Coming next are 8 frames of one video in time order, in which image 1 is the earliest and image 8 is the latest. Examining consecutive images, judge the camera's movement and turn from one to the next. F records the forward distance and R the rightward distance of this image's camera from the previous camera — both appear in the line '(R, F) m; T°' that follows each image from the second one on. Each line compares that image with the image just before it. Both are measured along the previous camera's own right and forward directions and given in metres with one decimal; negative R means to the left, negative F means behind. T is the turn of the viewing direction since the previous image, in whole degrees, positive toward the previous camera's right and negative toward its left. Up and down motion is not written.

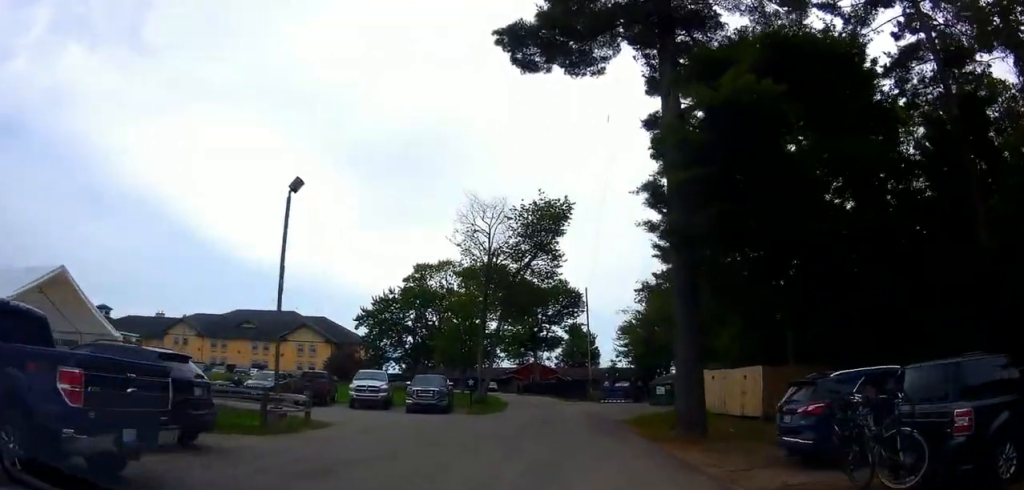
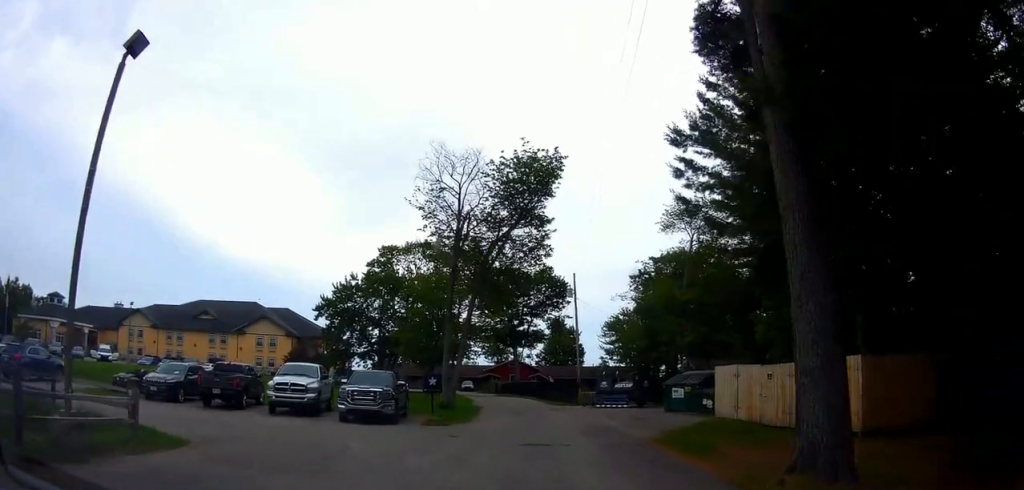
(+0.9, +7.4) m; +11°
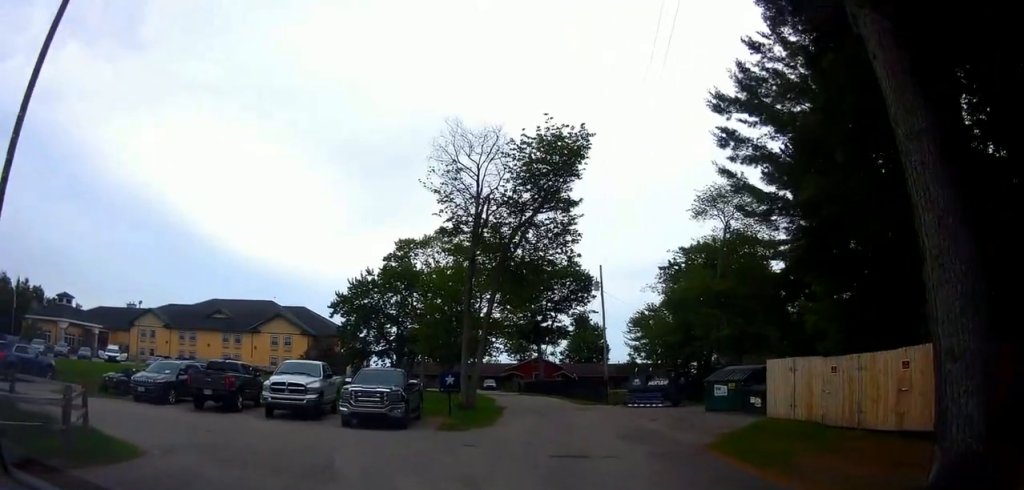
(+0.2, +2.5) m; -1°
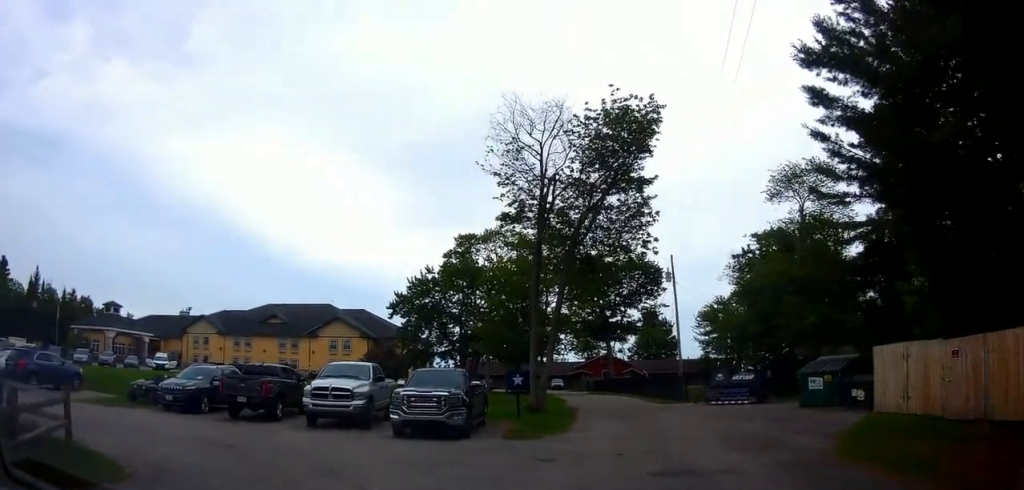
(-0.3, +2.6) m; -6°
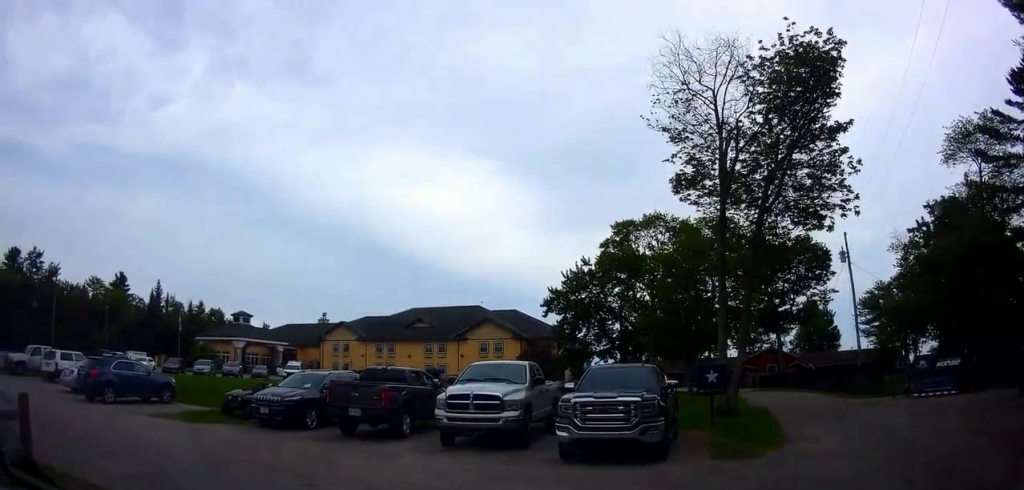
(-0.4, +4.7) m; -15°
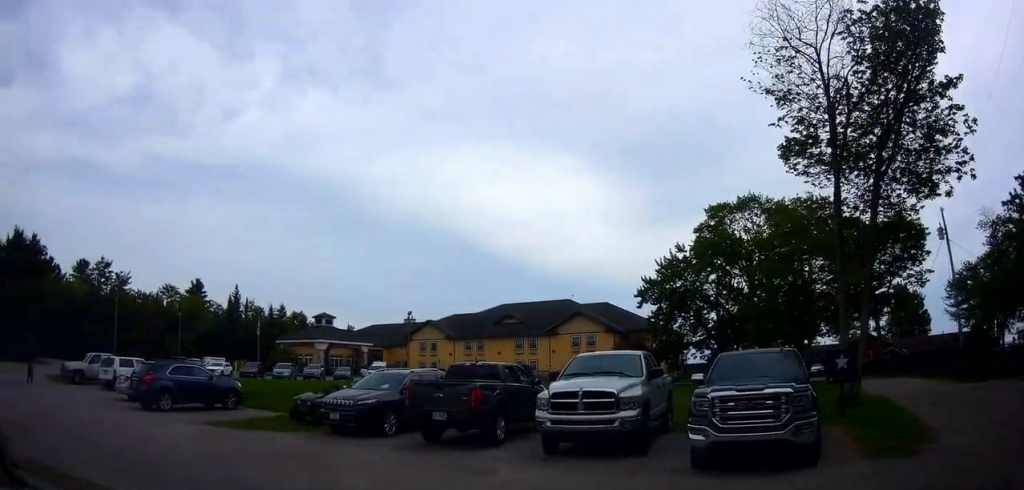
(-0.2, +2.1) m; -9°
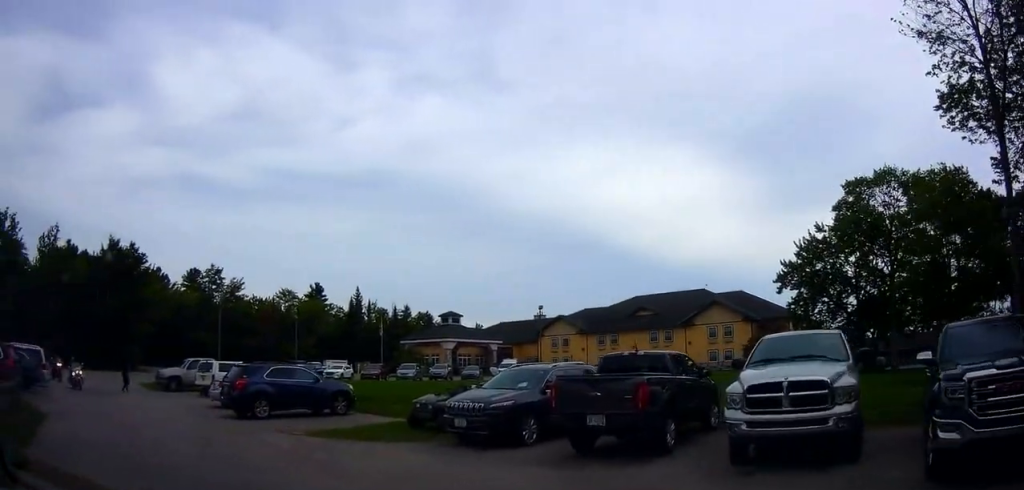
(-0.3, +2.5) m; -11°
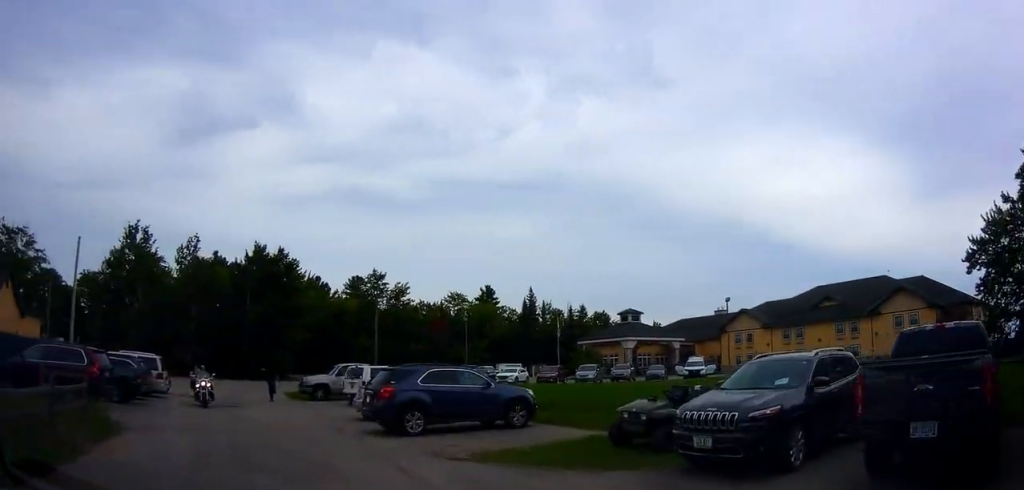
(-0.3, +3.4) m; -9°
